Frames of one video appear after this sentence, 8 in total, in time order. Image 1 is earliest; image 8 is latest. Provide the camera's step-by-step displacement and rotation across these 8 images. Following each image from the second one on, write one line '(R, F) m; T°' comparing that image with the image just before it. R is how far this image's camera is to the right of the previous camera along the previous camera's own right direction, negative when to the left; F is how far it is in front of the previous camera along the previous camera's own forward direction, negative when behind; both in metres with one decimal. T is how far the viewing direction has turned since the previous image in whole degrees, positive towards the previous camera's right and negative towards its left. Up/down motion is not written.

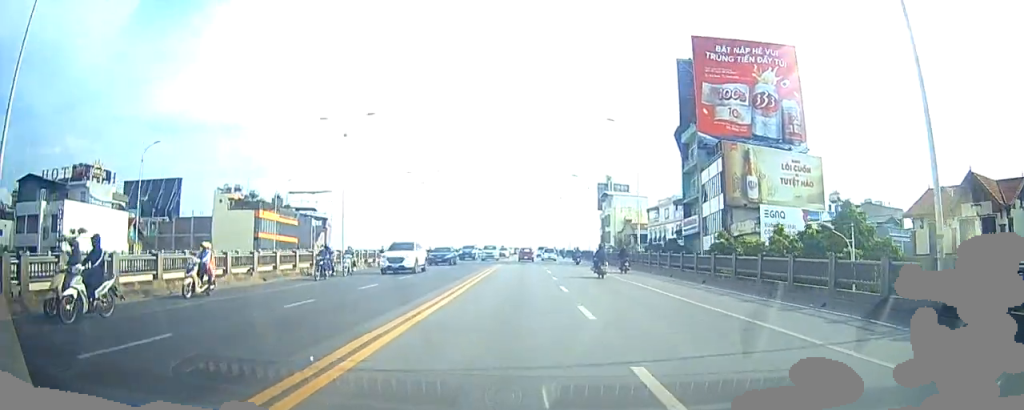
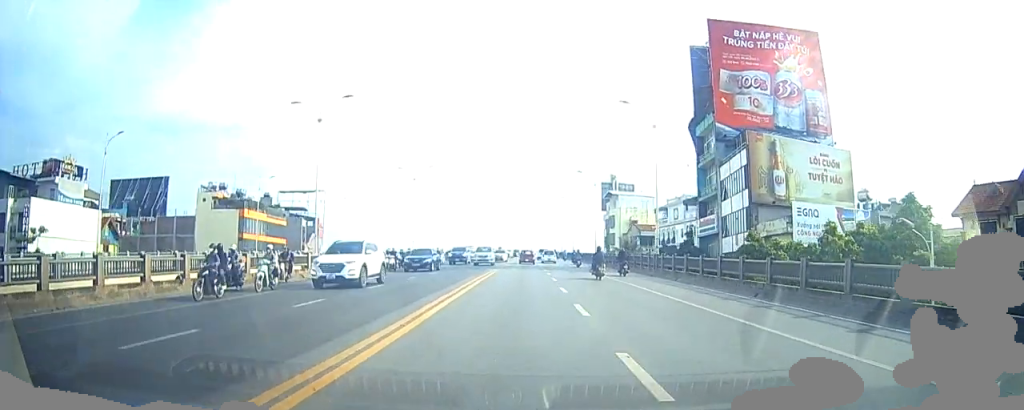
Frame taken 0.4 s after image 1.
(0.0, +5.8) m; -1°
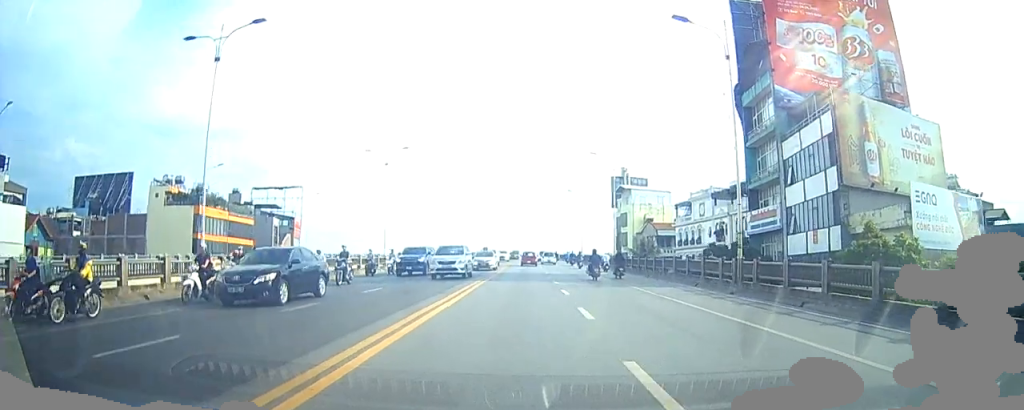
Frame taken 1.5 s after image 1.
(-0.4, +13.7) m; -2°
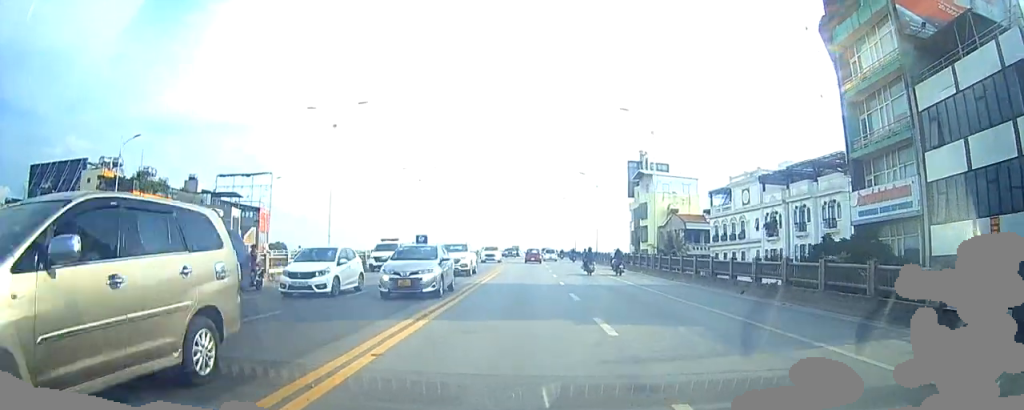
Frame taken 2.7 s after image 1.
(0.0, +14.8) m; +1°
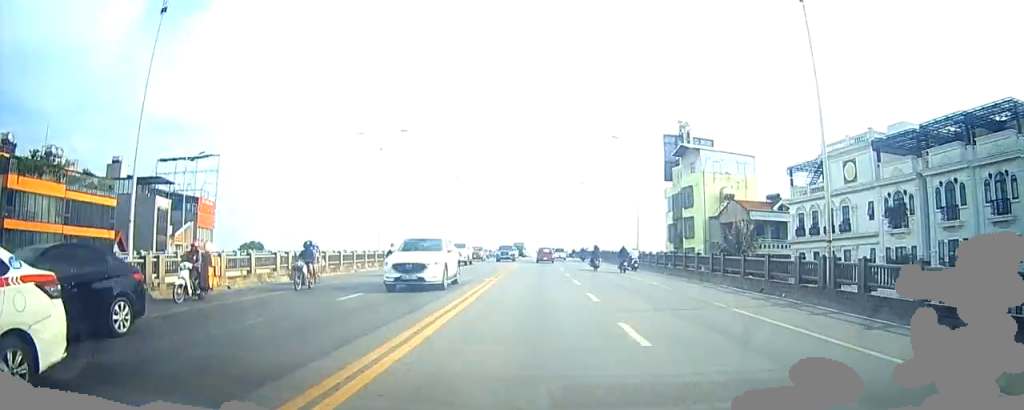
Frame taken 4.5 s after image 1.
(+0.3, +20.4) m; +2°
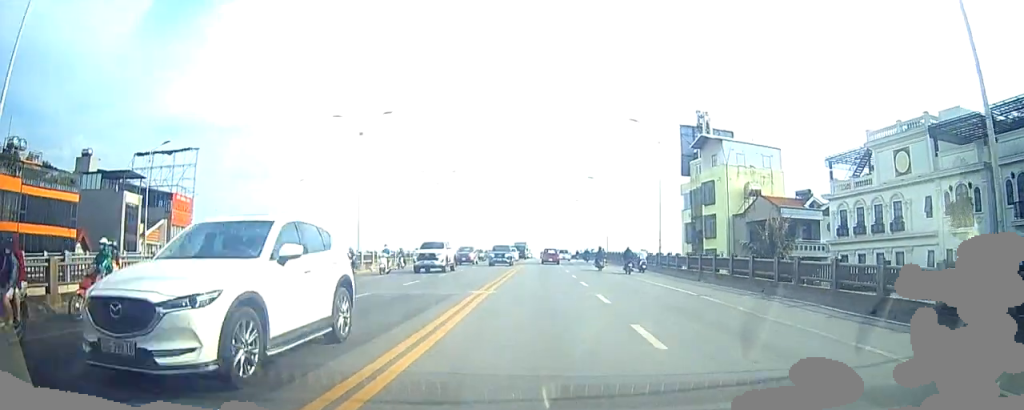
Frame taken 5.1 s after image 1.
(0.0, +6.0) m; 0°
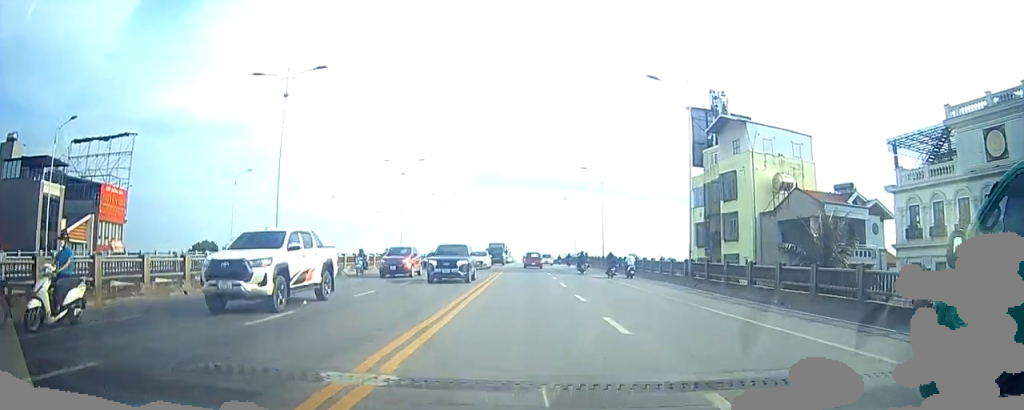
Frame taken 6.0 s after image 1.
(0.0, +9.5) m; 0°
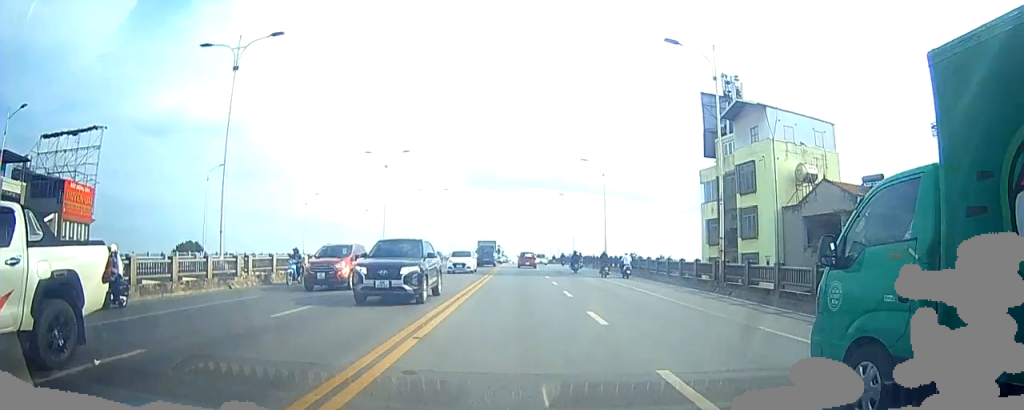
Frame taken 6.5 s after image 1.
(0.0, +4.8) m; 0°
